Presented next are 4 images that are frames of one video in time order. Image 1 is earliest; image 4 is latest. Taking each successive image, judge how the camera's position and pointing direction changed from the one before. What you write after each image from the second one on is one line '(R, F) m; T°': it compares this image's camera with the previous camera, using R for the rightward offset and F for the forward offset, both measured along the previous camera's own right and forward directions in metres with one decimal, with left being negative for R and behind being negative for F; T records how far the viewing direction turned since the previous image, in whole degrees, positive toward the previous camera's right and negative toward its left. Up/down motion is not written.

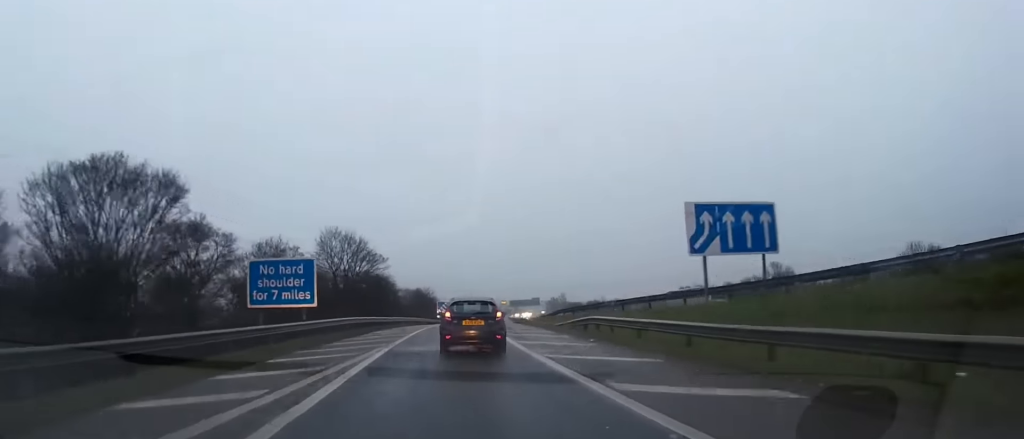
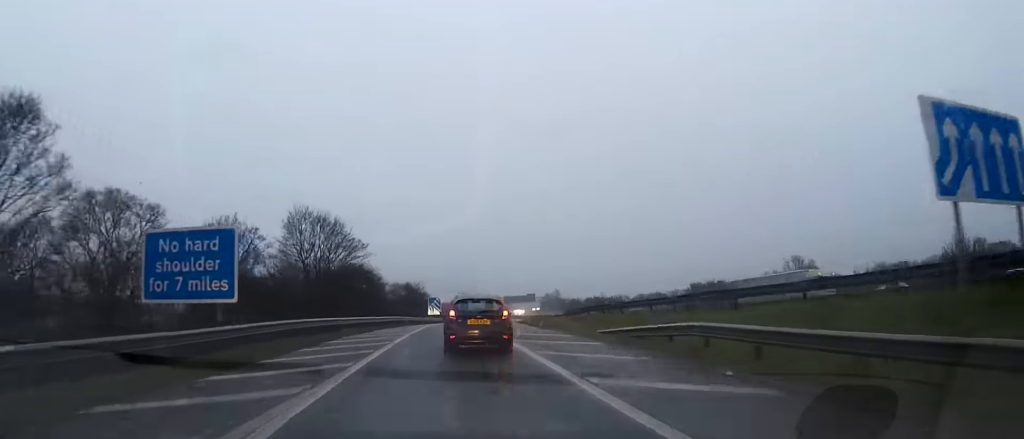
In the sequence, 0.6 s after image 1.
(0.0, +11.1) m; +1°
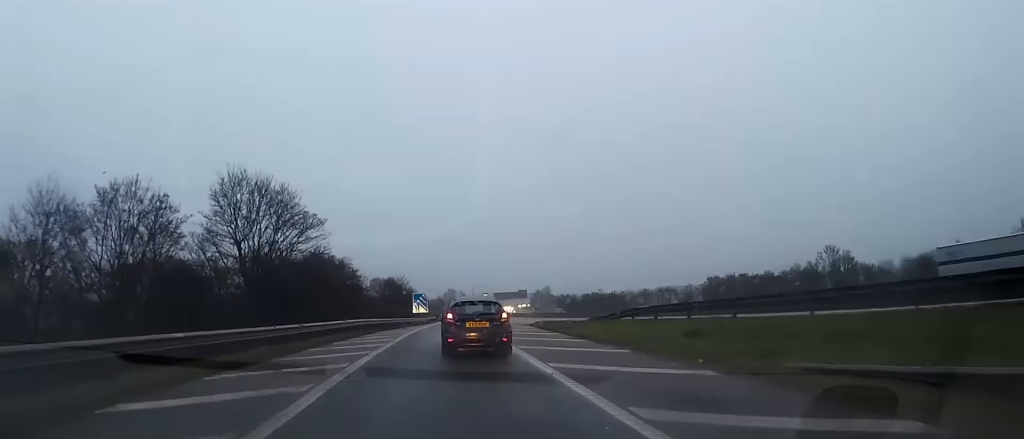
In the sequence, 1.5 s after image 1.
(+0.3, +15.2) m; +2°
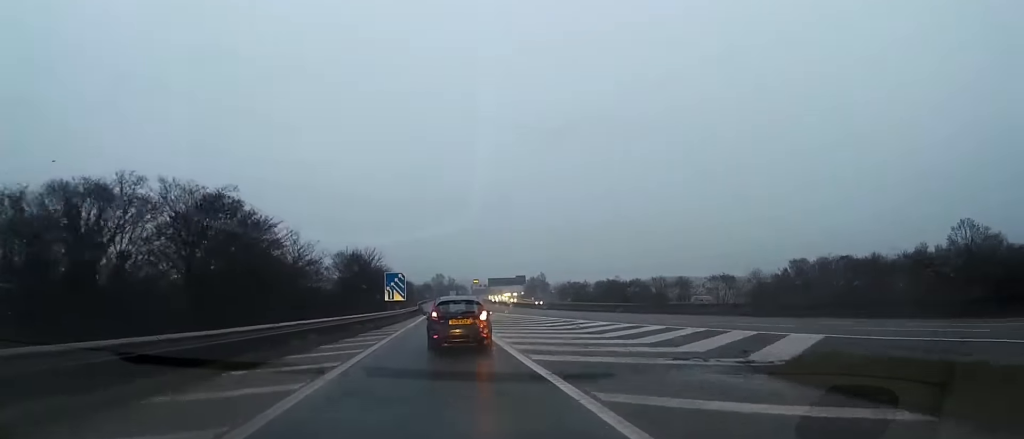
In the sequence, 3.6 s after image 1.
(+1.0, +33.9) m; +2°
